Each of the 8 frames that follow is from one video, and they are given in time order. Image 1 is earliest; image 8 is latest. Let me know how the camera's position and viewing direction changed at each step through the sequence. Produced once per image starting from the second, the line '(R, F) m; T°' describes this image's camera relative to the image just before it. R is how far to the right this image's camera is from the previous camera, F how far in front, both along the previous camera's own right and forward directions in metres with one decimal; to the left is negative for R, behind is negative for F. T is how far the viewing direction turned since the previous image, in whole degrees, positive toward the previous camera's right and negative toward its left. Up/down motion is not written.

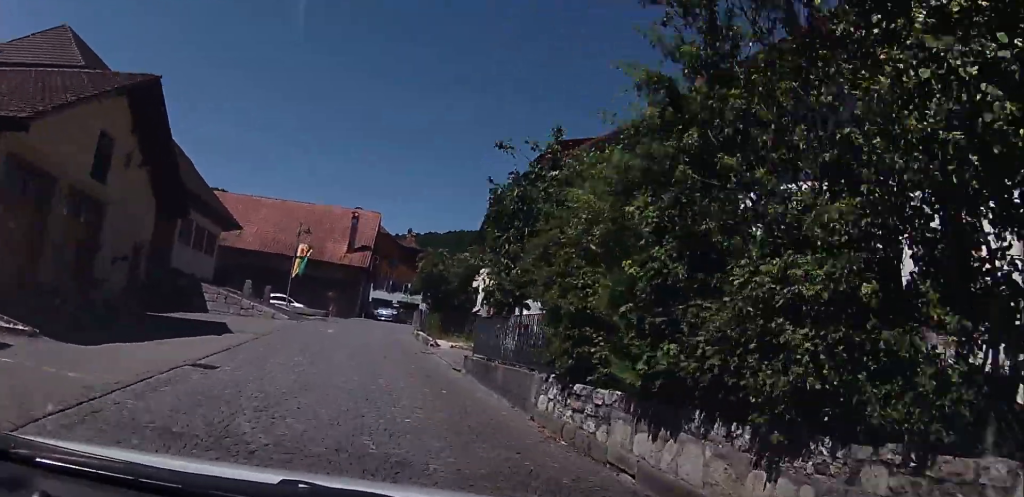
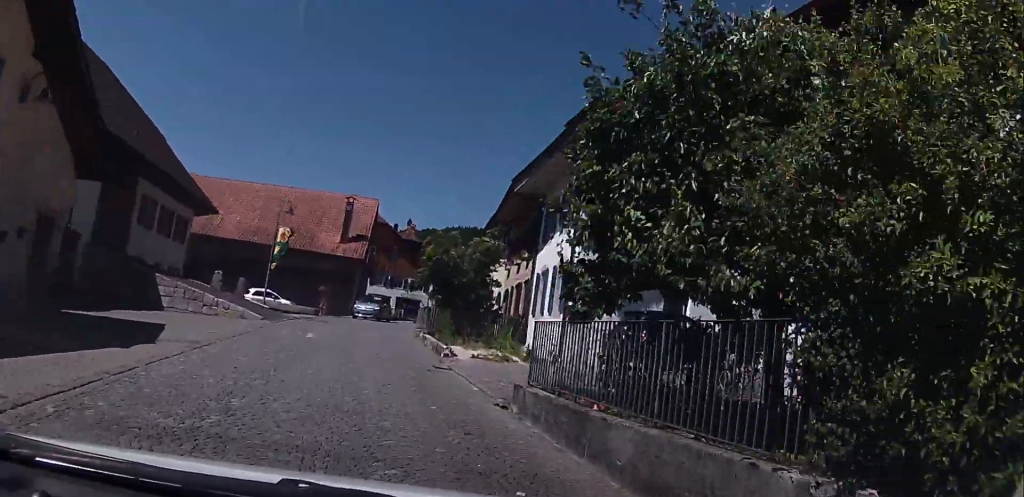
(+0.3, +6.0) m; +4°
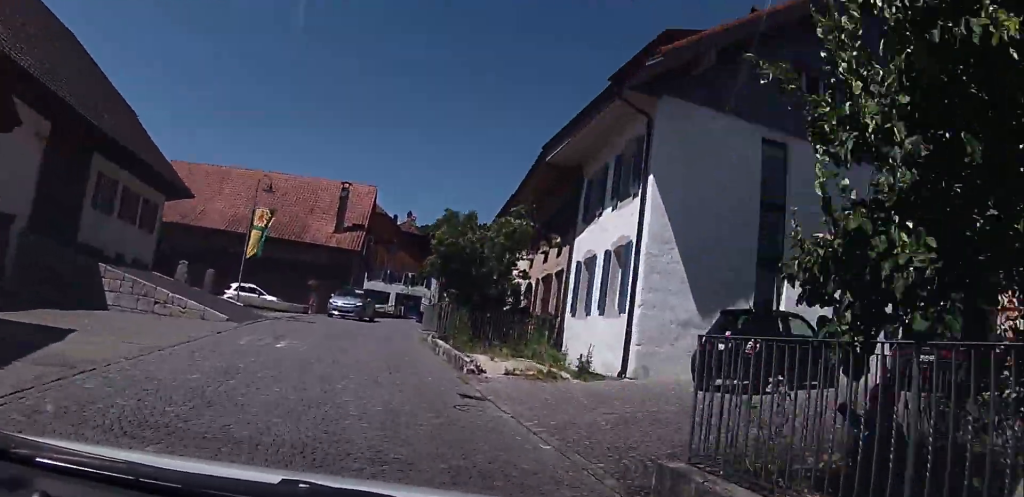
(+0.4, +5.0) m; 0°
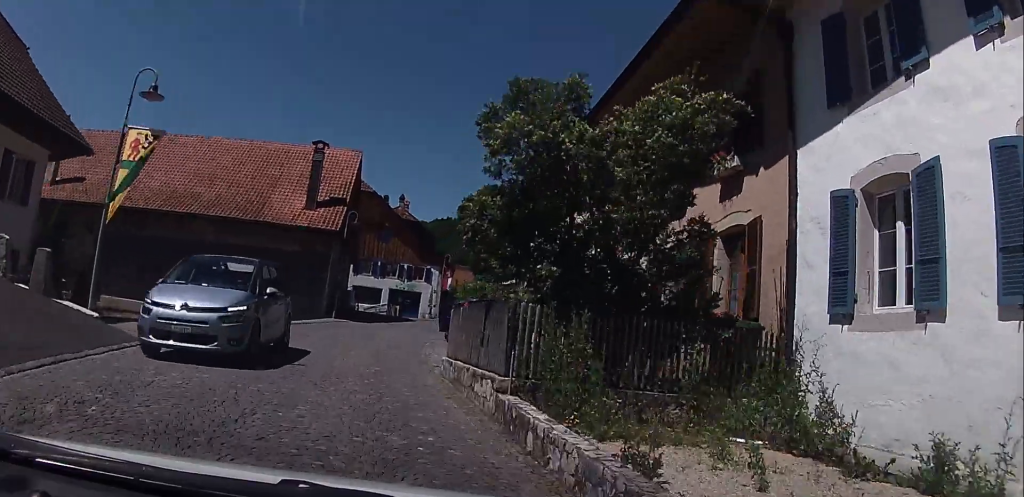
(-0.3, +11.9) m; -1°
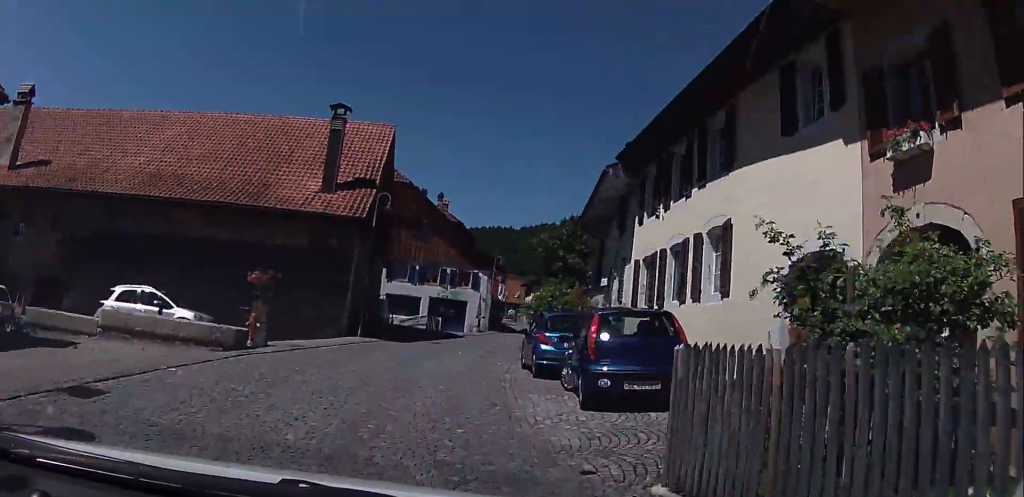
(0.0, +8.5) m; -4°
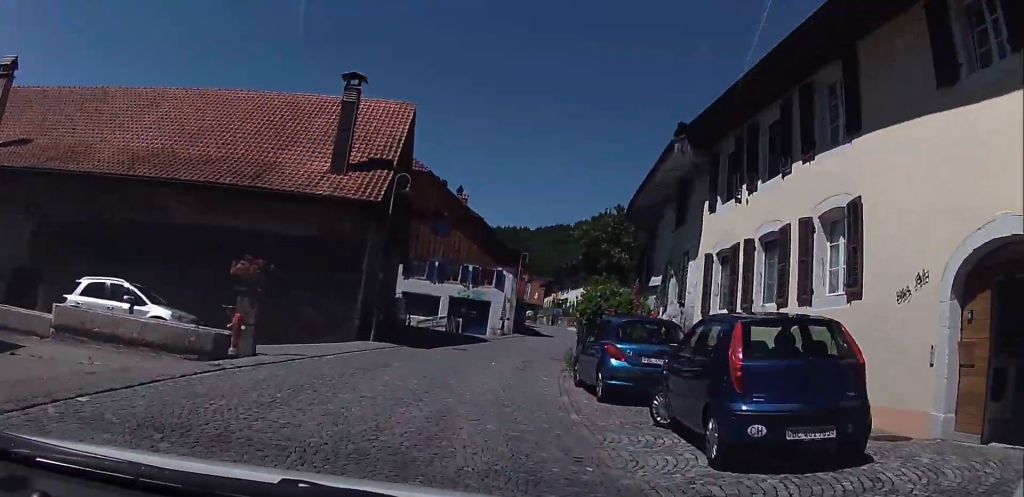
(-0.4, +3.5) m; -2°
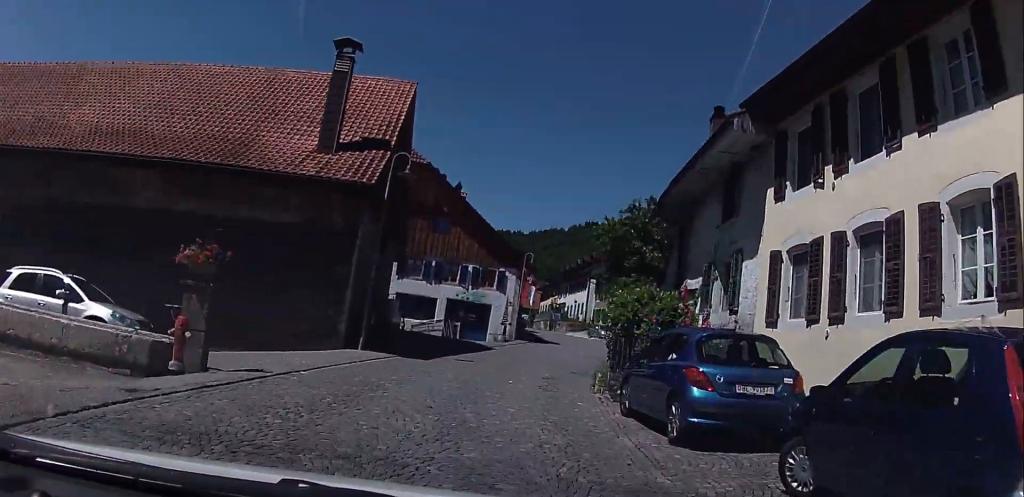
(-0.1, +3.2) m; +1°
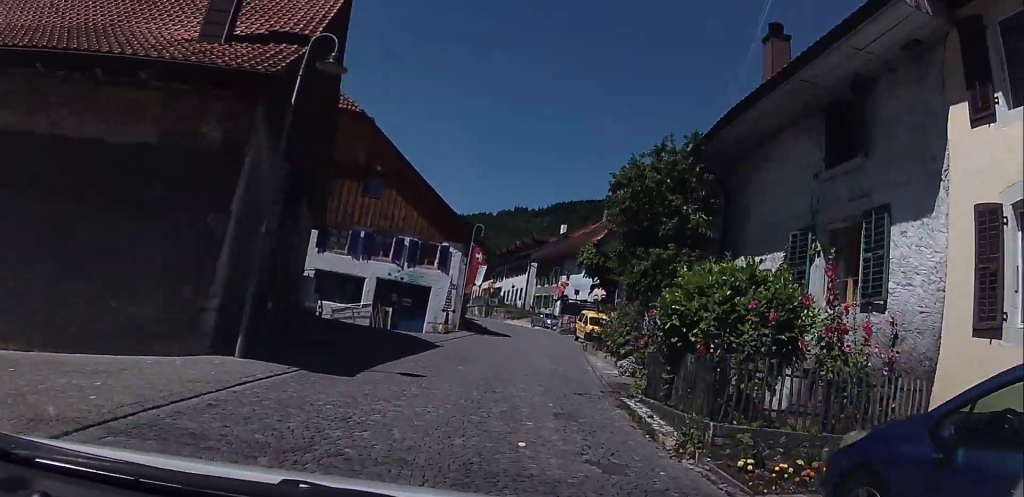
(+0.2, +7.0) m; +14°
